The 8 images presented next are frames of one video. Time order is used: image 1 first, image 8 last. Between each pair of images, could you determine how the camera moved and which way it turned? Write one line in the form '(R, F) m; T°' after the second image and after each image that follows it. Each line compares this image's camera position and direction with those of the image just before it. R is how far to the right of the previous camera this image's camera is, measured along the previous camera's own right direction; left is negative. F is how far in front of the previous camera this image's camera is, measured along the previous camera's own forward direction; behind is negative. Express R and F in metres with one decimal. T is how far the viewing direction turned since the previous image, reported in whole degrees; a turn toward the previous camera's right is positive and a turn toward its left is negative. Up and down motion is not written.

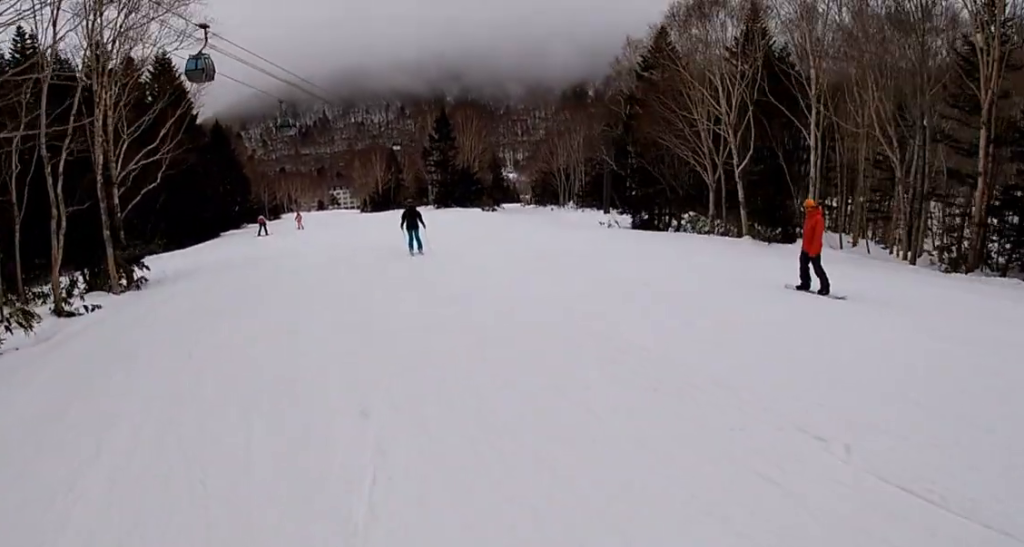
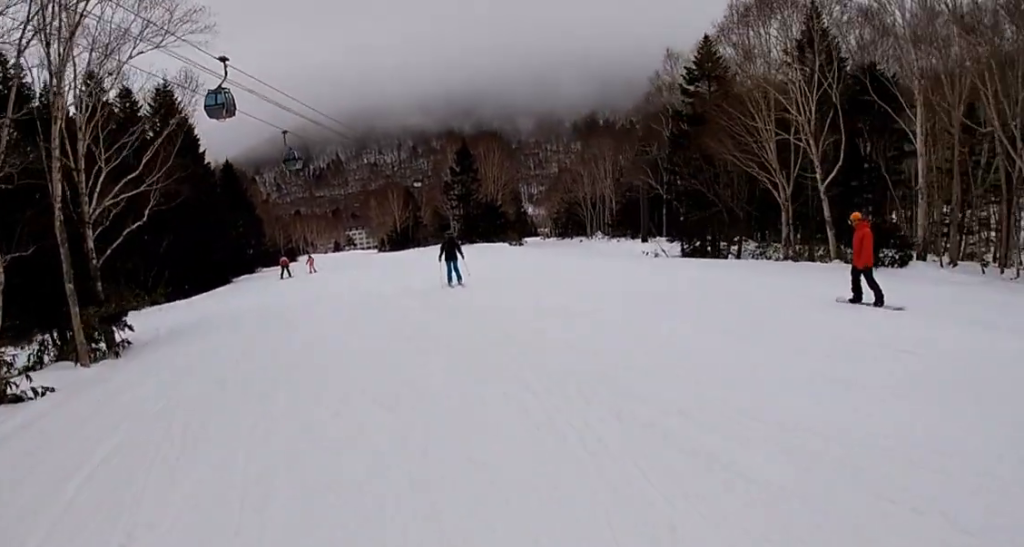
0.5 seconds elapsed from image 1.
(-0.2, +5.1) m; -2°
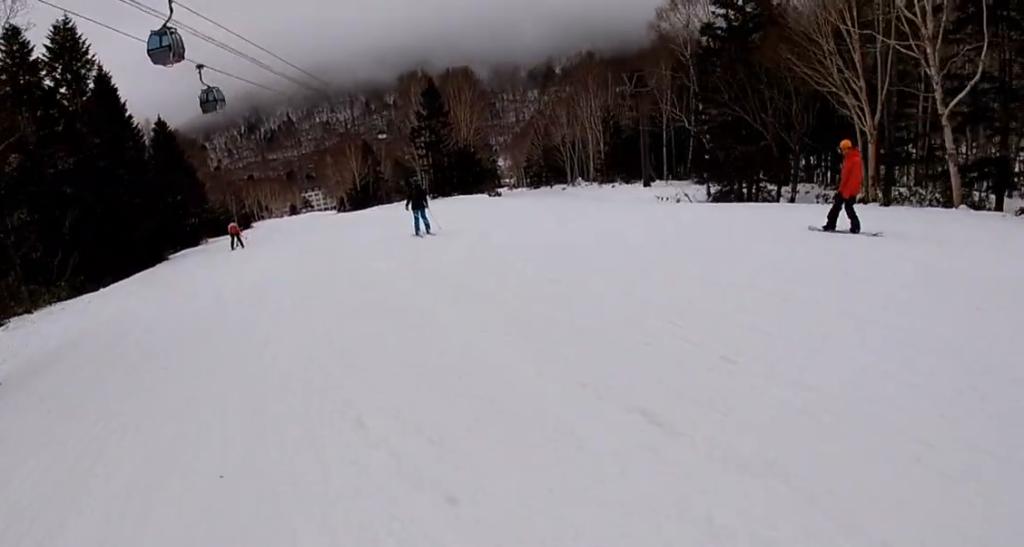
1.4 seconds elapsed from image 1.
(-0.9, +8.7) m; +3°
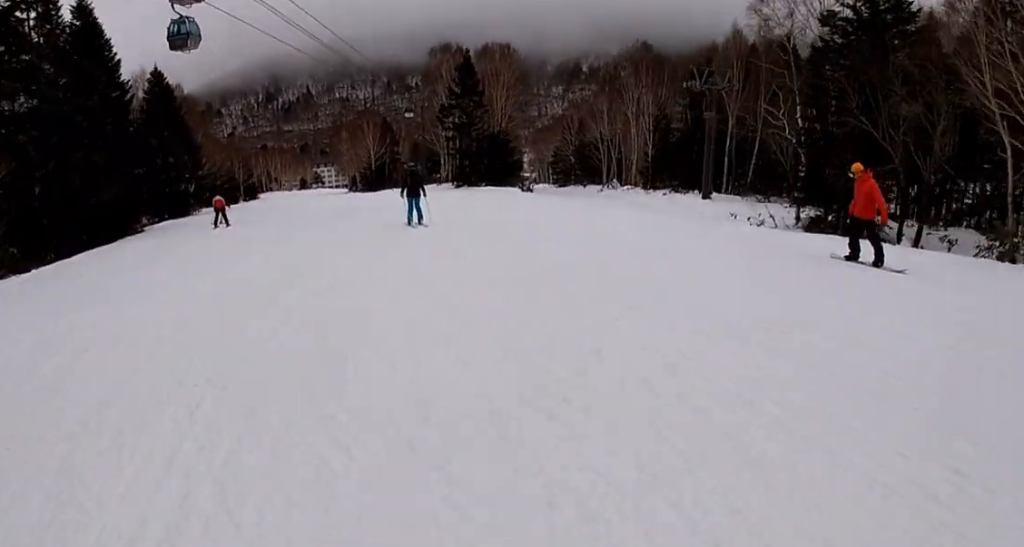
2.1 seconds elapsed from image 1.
(+1.3, +7.5) m; +9°
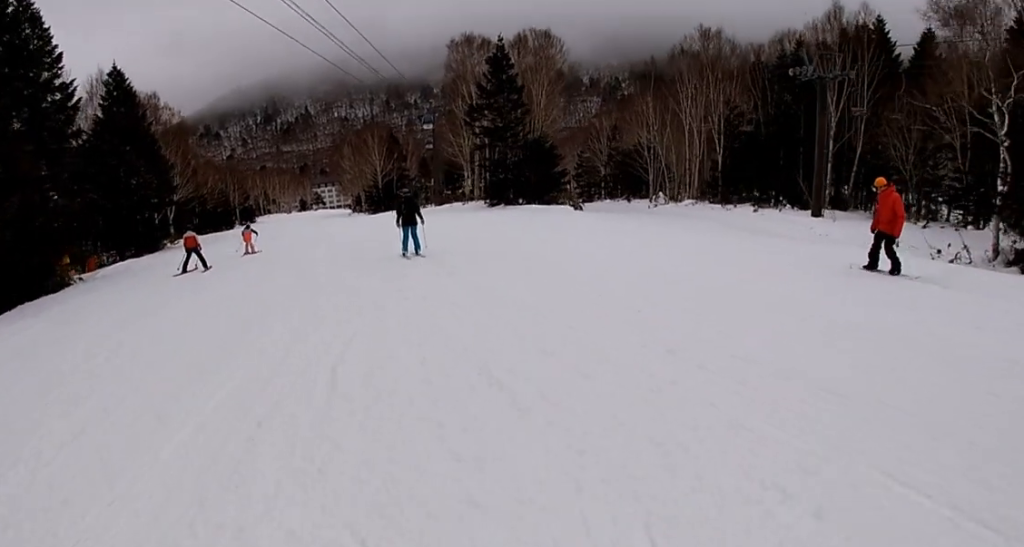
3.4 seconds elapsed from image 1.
(+0.4, +12.2) m; +1°
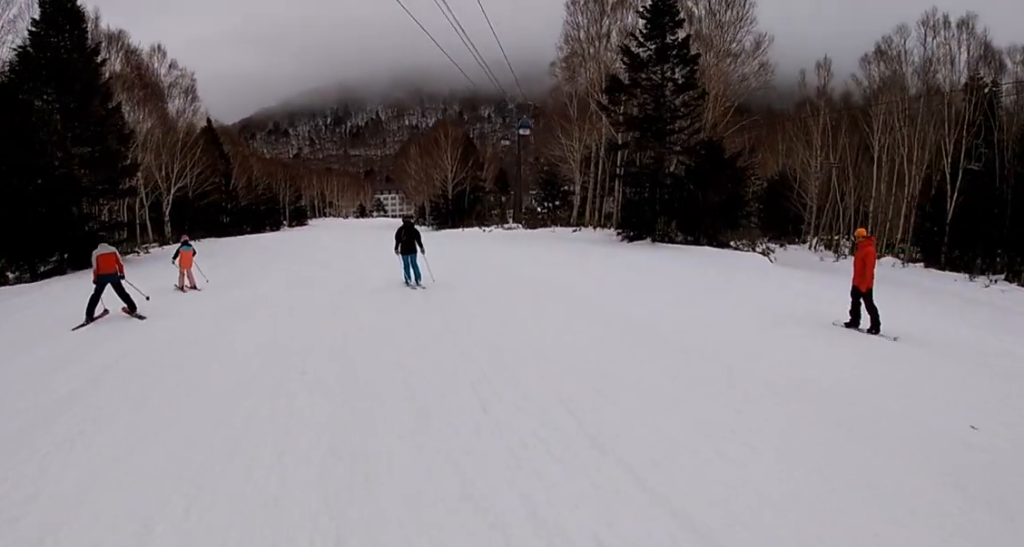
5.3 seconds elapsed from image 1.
(-3.4, +18.0) m; -10°
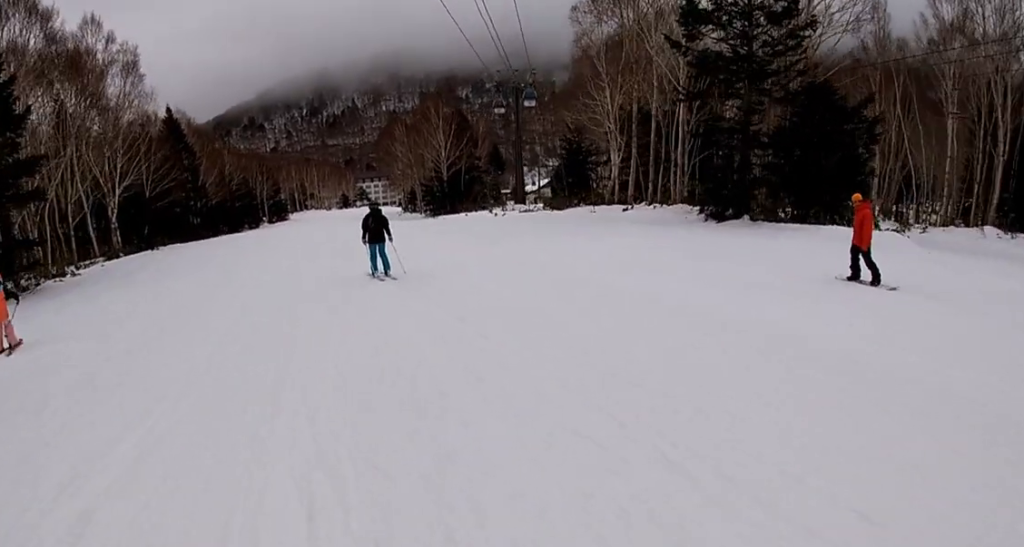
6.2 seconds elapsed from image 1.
(+1.6, +8.7) m; 0°
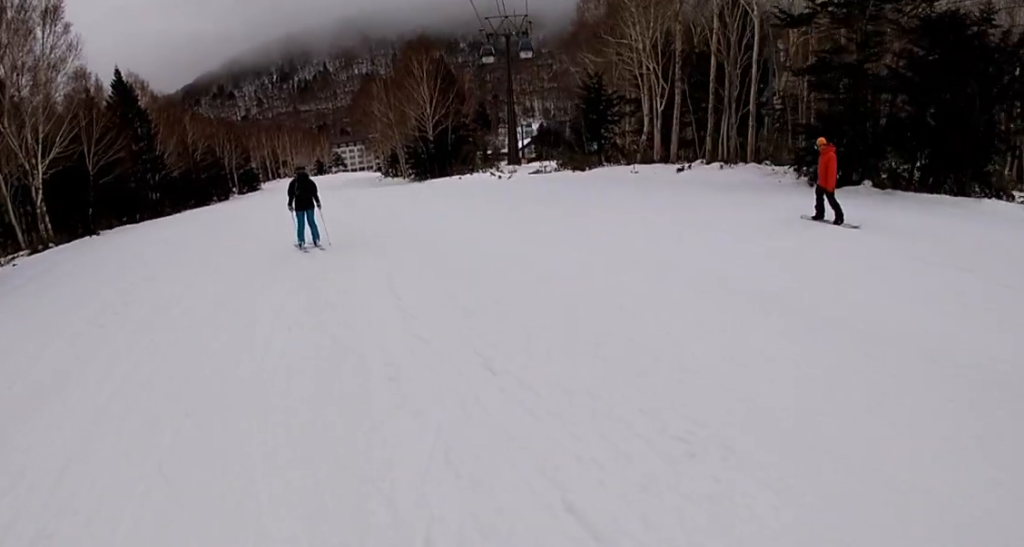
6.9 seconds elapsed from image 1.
(-0.9, +6.8) m; -5°
